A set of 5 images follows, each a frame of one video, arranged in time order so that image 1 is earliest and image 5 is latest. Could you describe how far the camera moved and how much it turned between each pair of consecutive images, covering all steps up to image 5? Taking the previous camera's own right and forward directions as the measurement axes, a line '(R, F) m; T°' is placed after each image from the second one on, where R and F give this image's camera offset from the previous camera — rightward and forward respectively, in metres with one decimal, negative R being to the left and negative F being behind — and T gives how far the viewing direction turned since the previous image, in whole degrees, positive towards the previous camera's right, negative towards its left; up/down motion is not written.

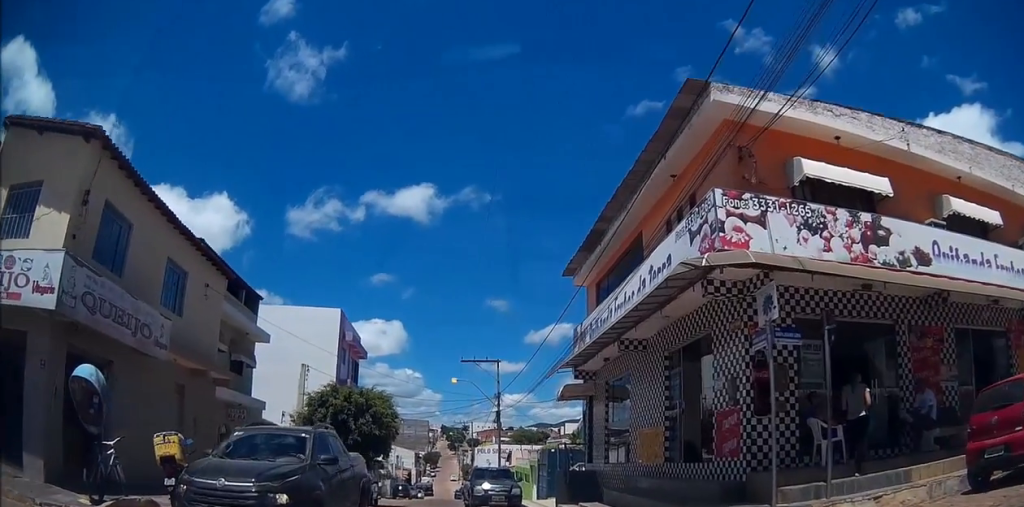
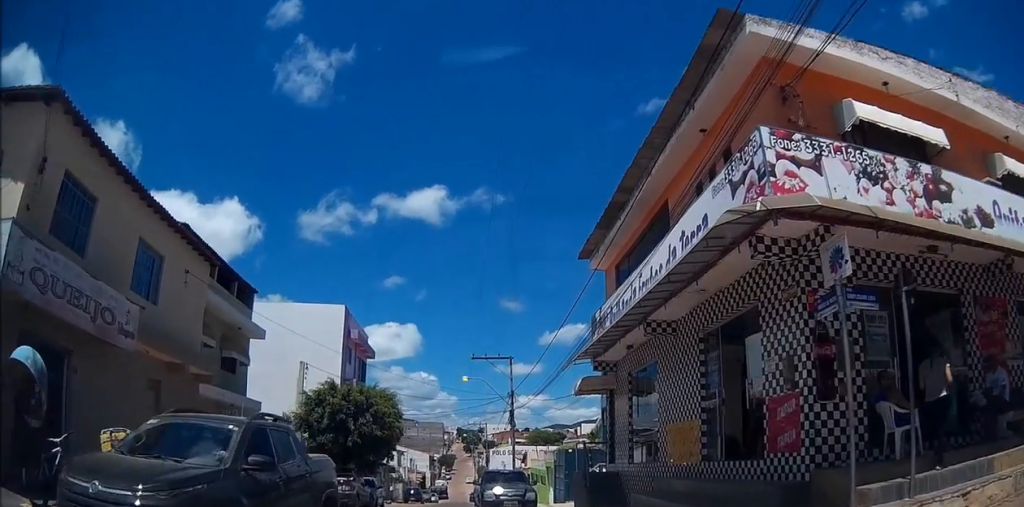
(+0.1, +1.6) m; -3°
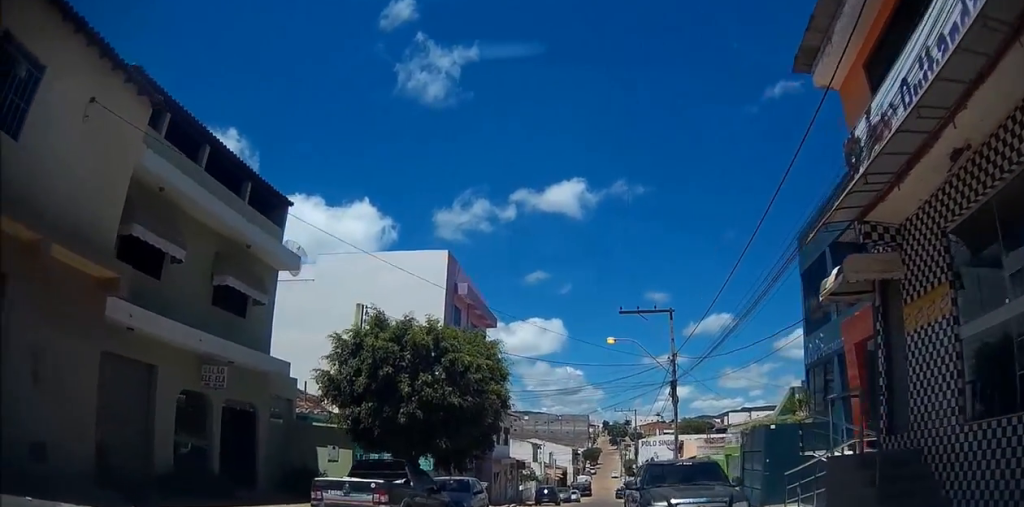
(-2.0, +9.3) m; -22°
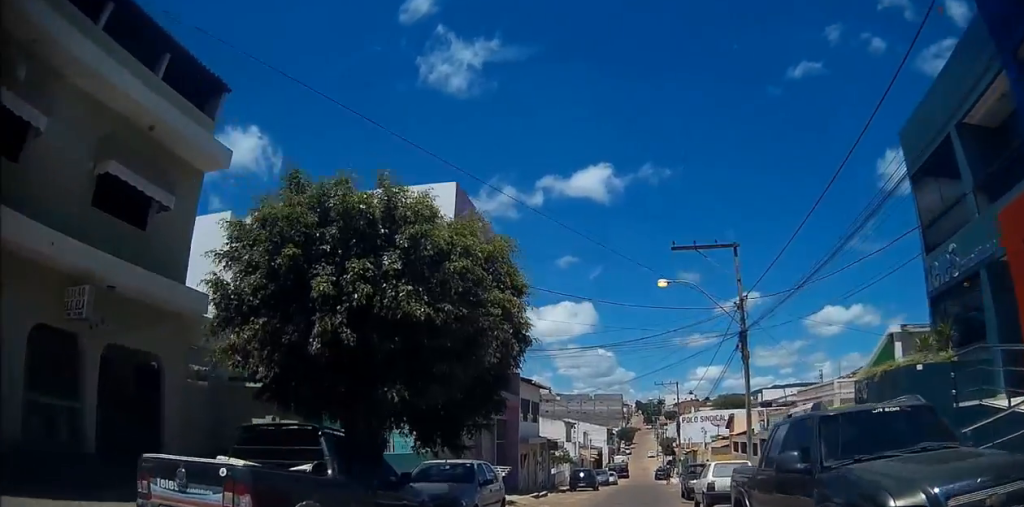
(-0.3, +5.8) m; -5°
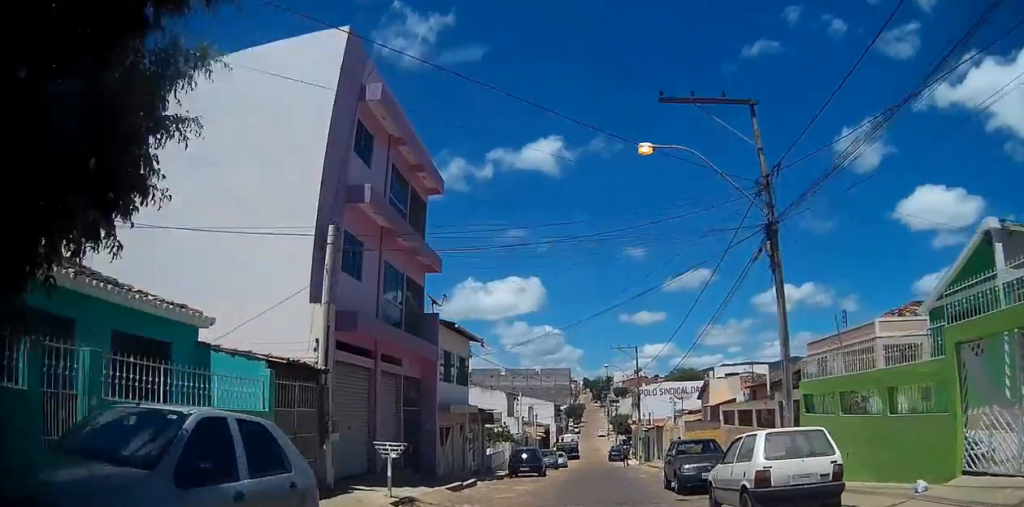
(0.0, +7.6) m; +3°
